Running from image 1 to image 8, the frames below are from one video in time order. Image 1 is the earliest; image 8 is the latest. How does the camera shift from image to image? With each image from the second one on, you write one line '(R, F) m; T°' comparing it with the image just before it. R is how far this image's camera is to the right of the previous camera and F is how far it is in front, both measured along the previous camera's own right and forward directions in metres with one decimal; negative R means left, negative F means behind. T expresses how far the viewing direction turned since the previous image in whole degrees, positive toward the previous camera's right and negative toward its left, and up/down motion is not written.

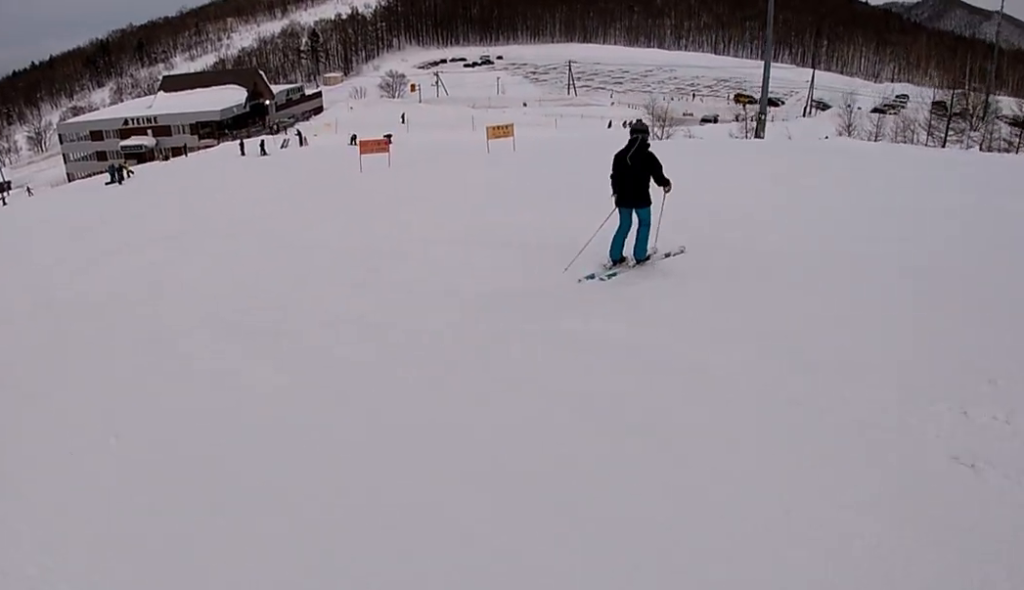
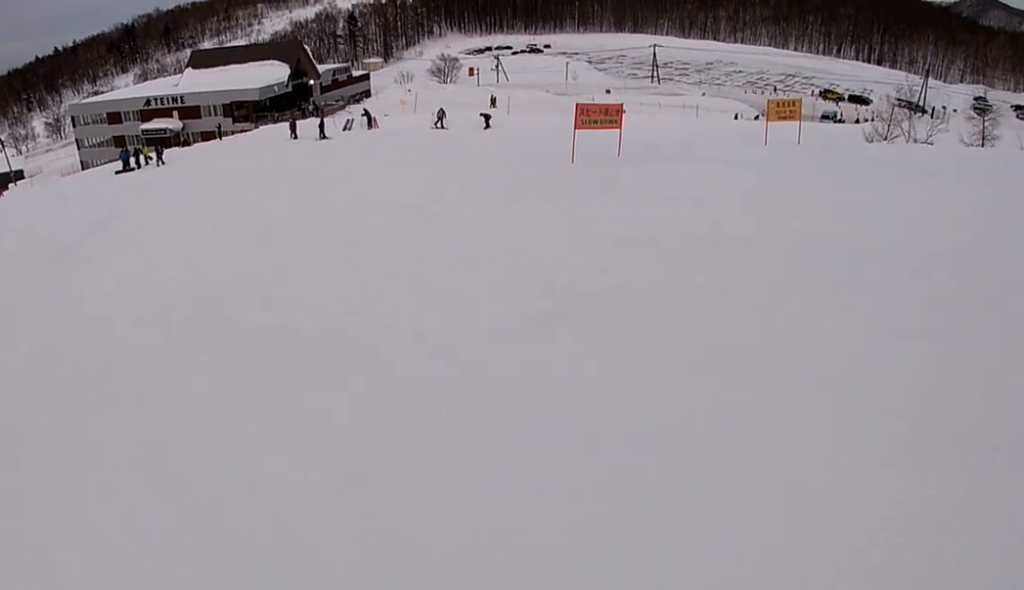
(-0.4, +15.0) m; +2°
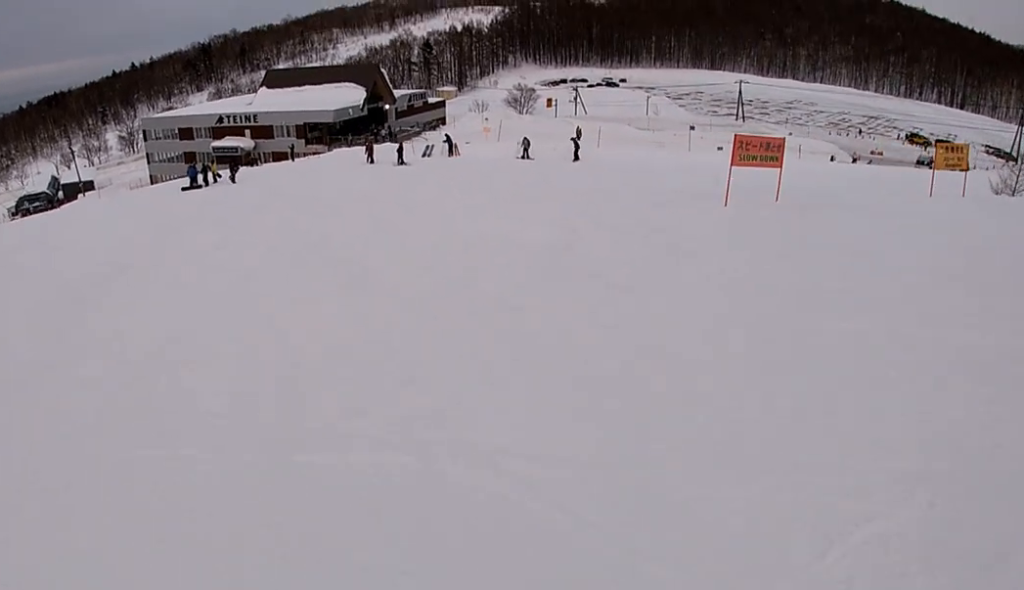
(-0.1, +3.3) m; 0°
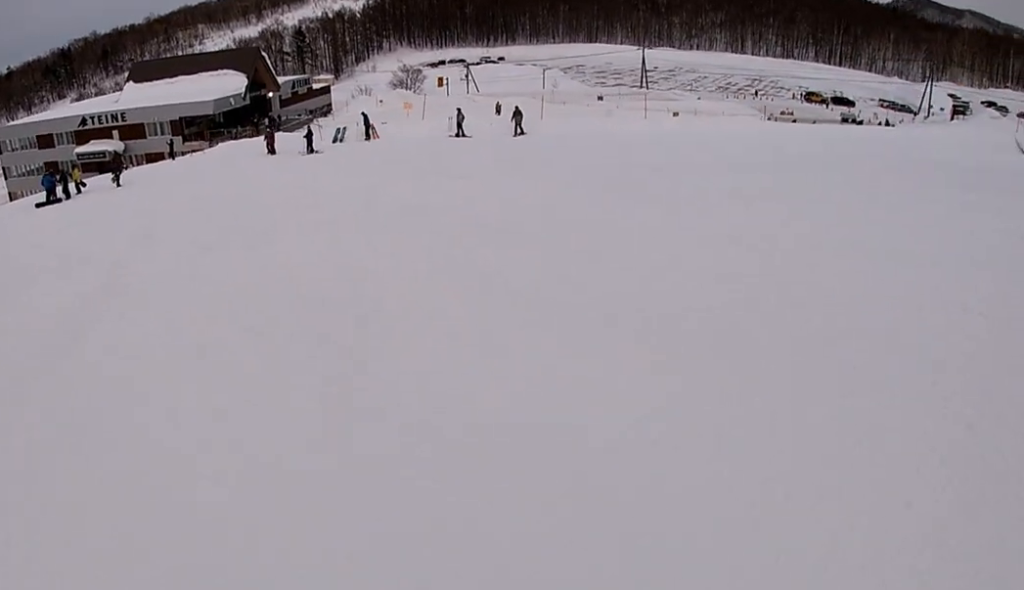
(-0.2, +8.8) m; +3°
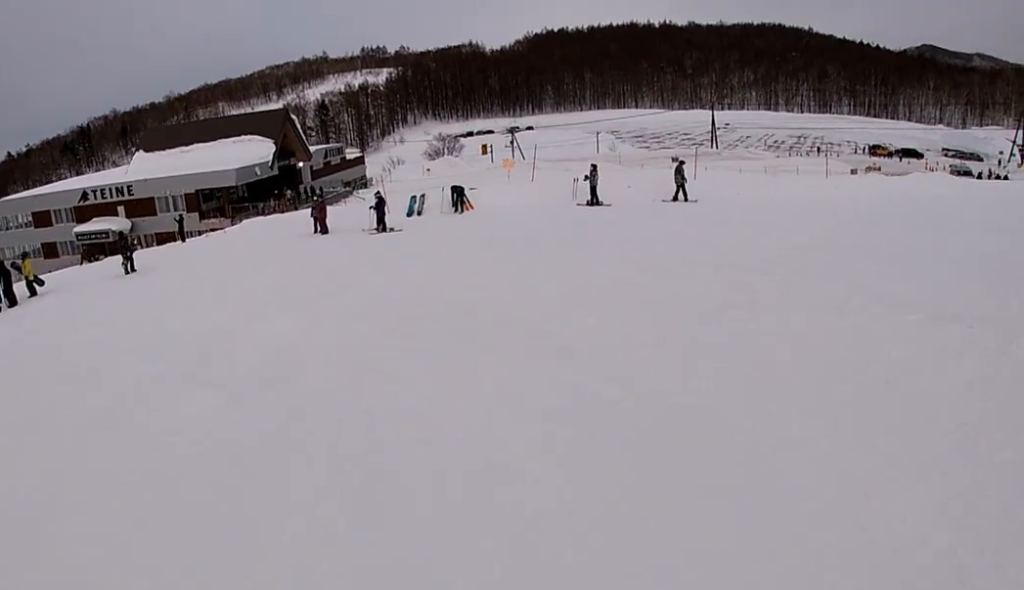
(+1.2, +12.9) m; +5°
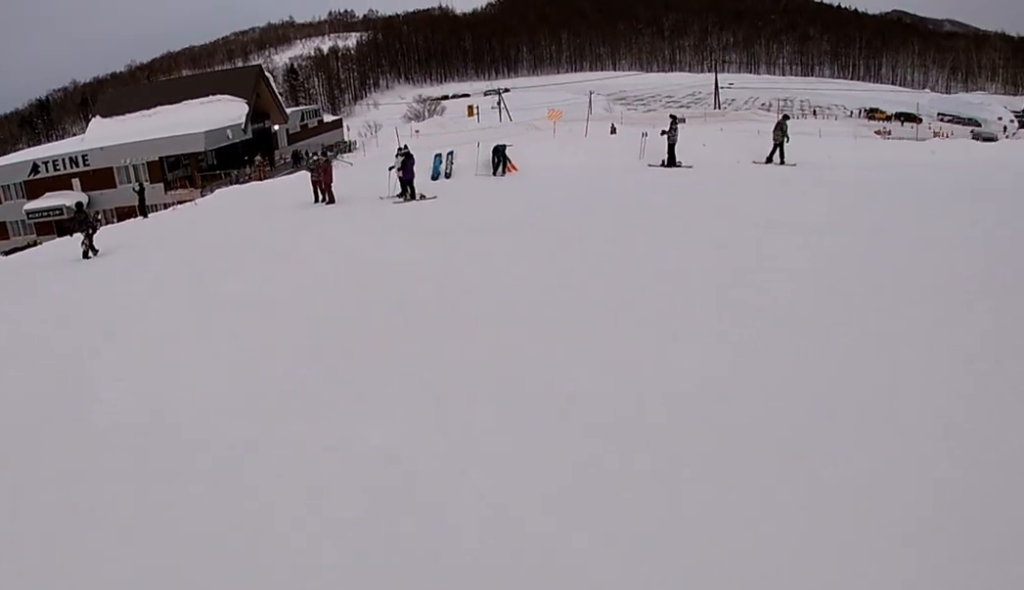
(-0.3, +6.3) m; -2°
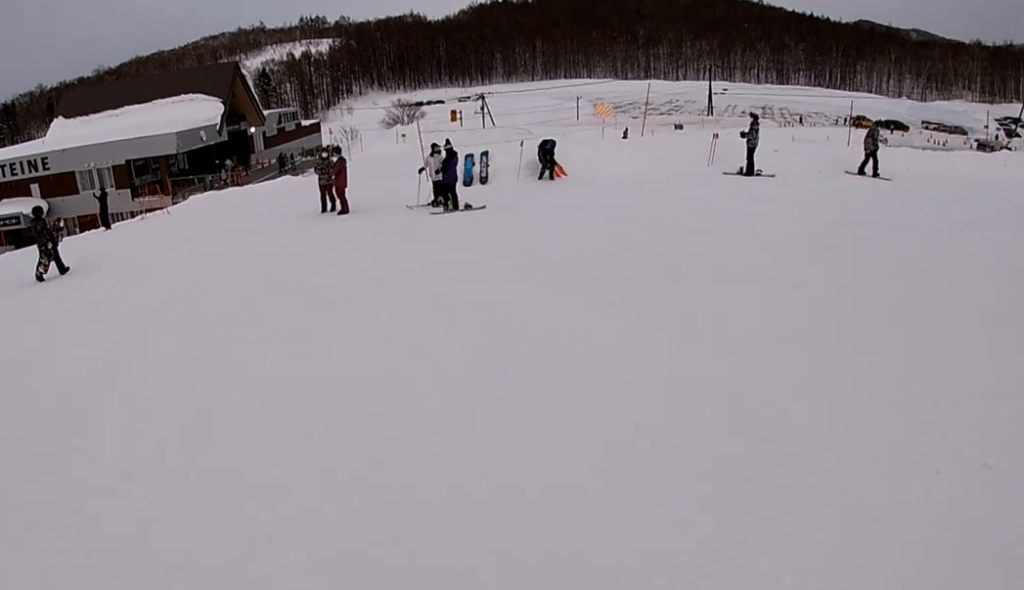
(-0.1, +4.6) m; +2°
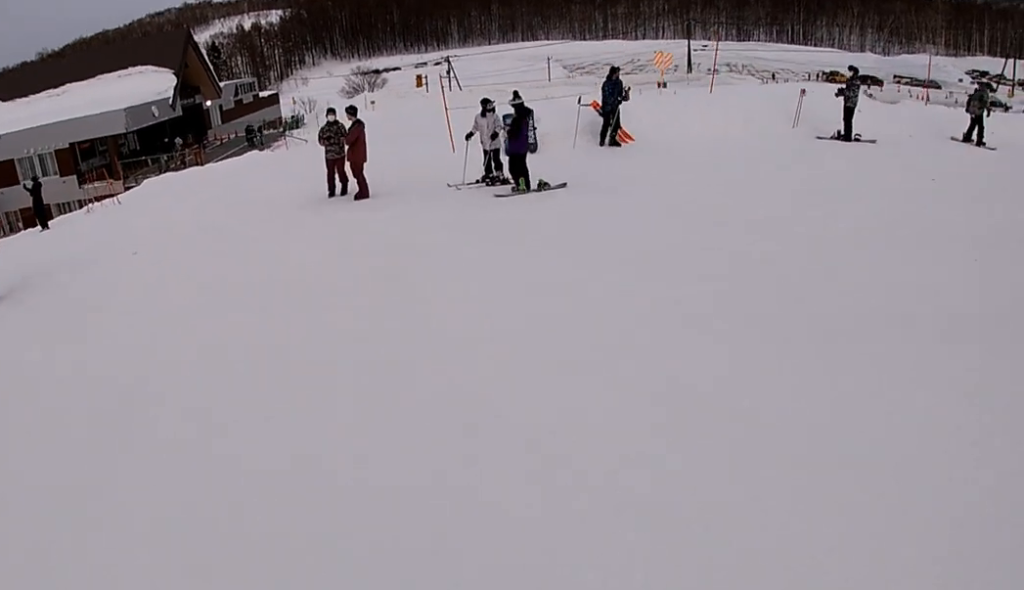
(-0.2, +4.4) m; +5°
